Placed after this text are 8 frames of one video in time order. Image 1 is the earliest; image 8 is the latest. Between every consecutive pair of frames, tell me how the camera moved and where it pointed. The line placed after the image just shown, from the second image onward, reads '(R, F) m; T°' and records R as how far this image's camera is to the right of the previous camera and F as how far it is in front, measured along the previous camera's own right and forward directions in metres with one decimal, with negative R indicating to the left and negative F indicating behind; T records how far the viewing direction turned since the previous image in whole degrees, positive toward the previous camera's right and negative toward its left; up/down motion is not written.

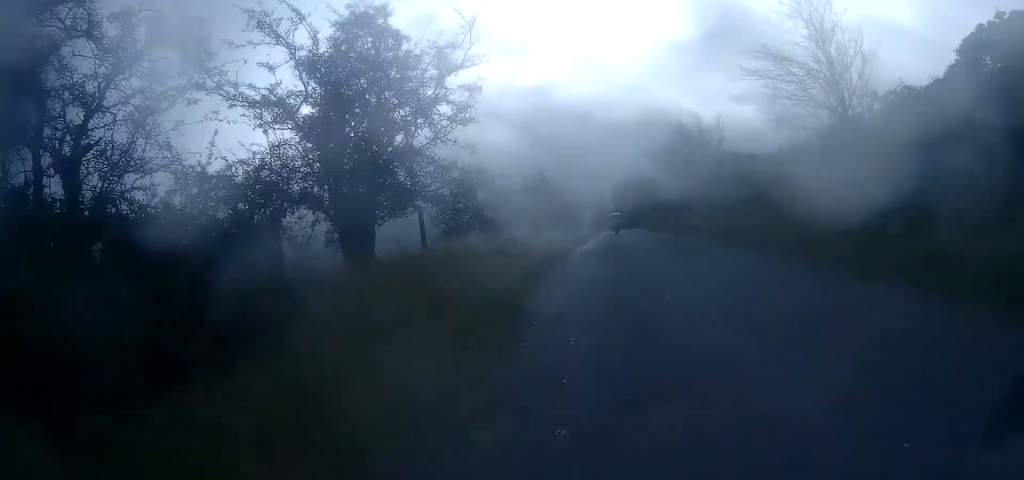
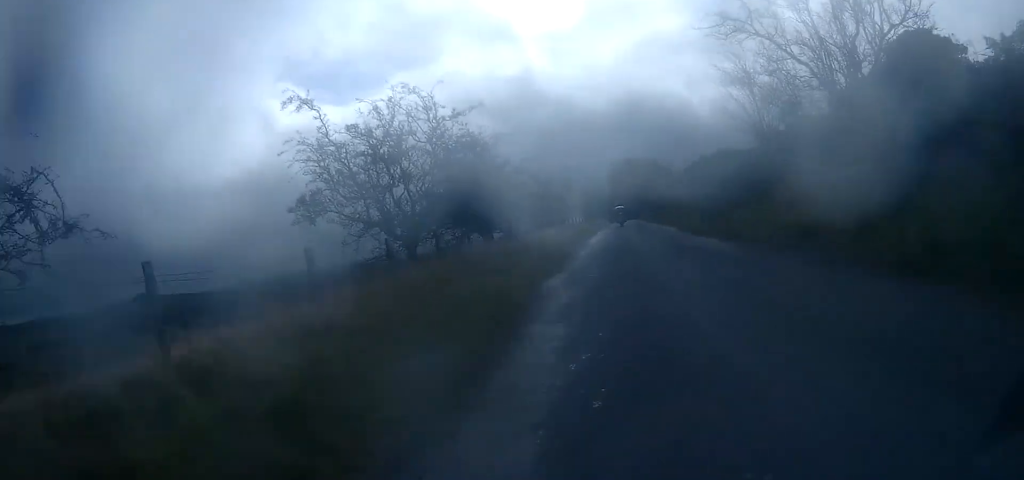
(-0.1, +24.1) m; 0°
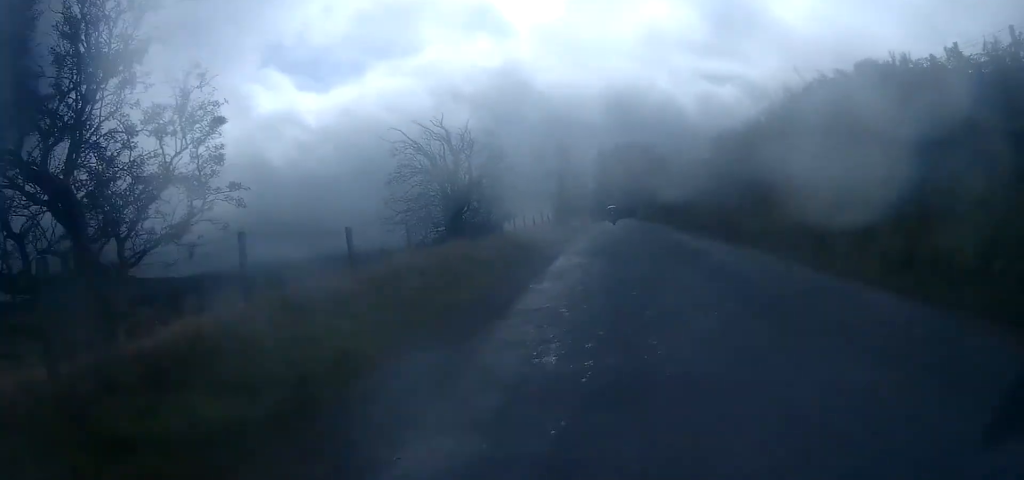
(+0.1, +21.3) m; 0°
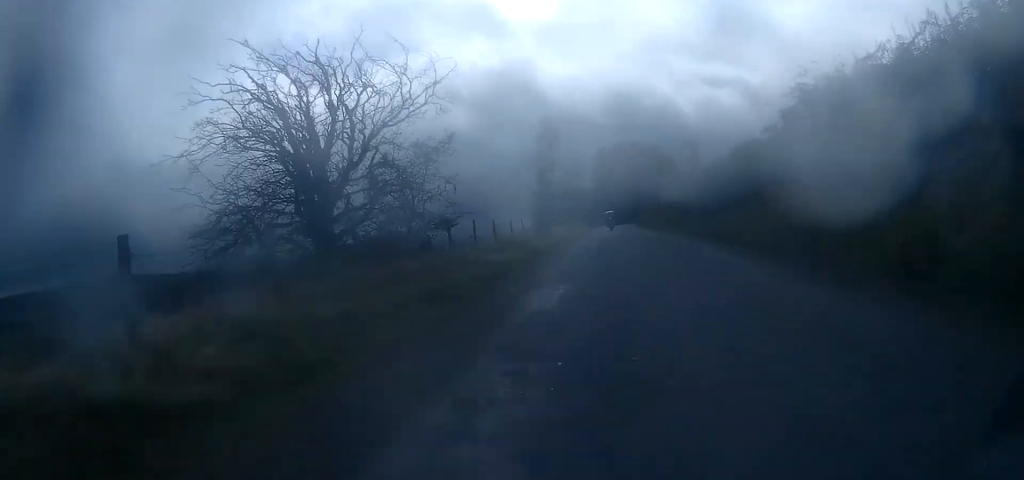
(-0.1, +9.3) m; 0°
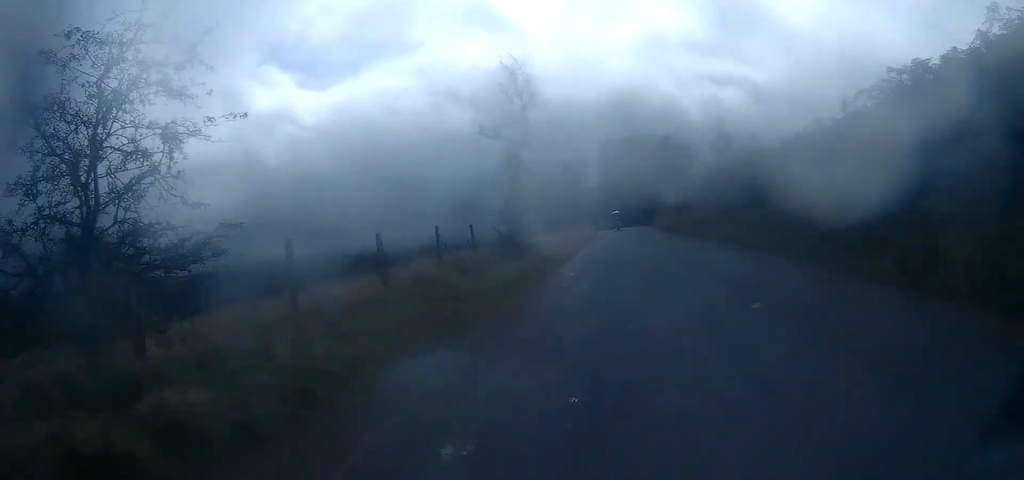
(+0.1, +9.9) m; 0°
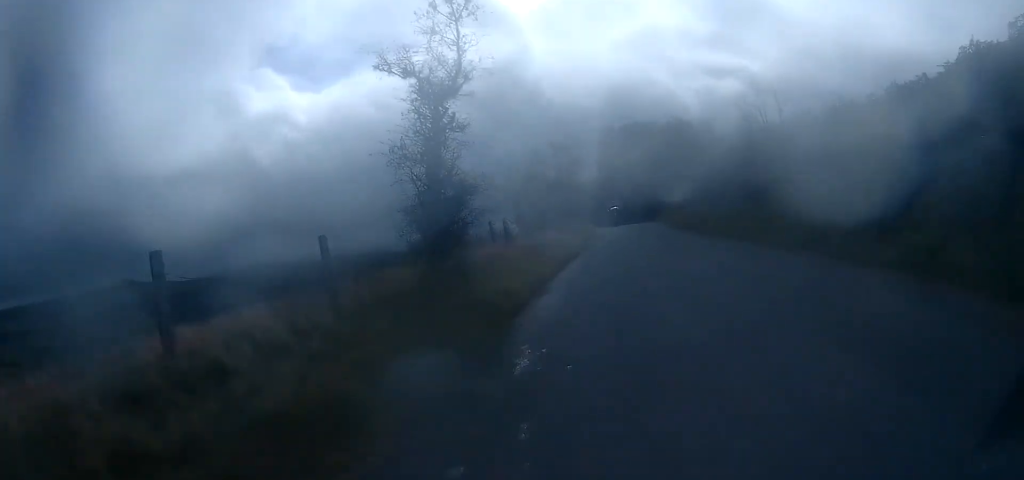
(0.0, +7.2) m; 0°
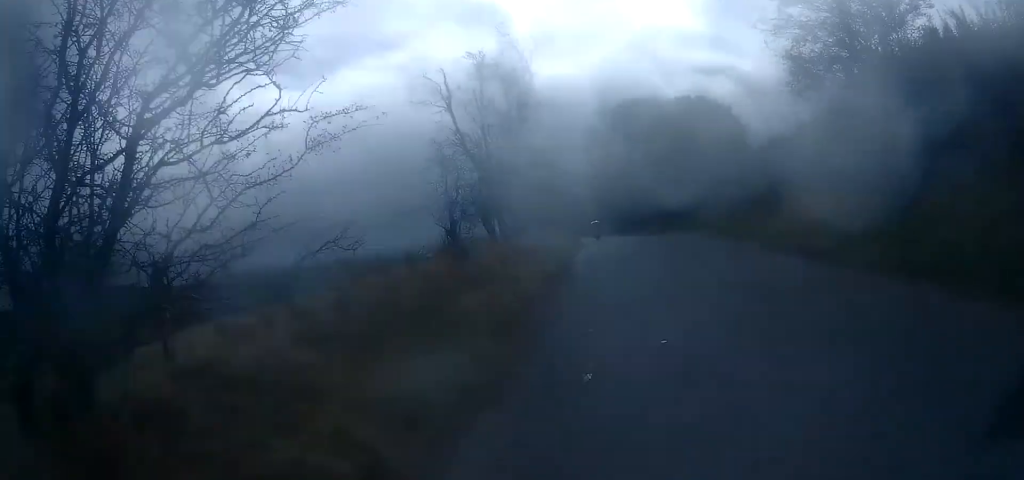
(-0.1, +19.1) m; -1°
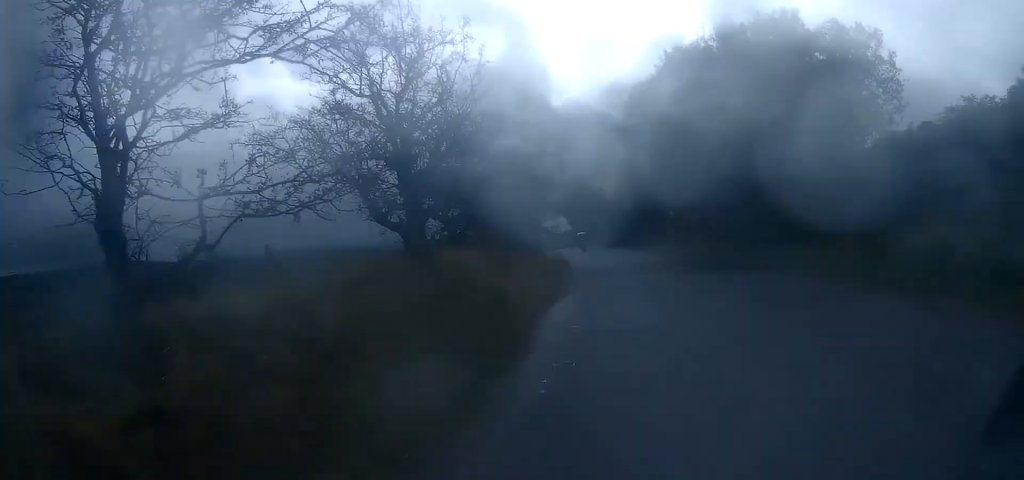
(-0.1, +16.8) m; -1°
